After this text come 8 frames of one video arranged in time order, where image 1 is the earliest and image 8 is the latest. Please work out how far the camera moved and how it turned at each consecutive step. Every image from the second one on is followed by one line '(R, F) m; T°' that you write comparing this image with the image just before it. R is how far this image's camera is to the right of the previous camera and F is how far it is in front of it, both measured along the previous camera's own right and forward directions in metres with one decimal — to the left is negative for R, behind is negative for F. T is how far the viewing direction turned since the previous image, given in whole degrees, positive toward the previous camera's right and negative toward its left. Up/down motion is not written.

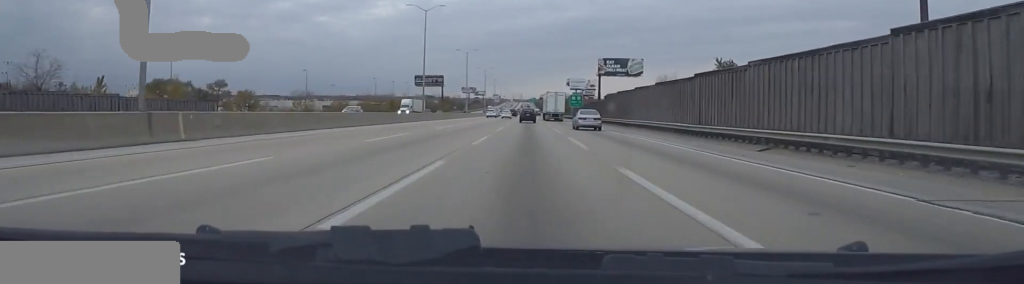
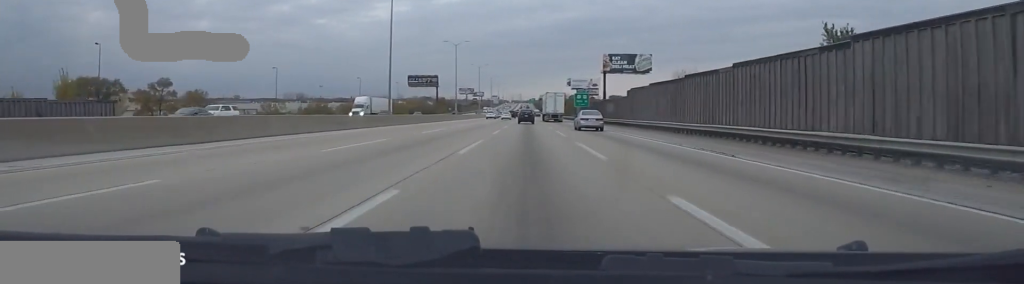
(-0.5, +19.0) m; 0°
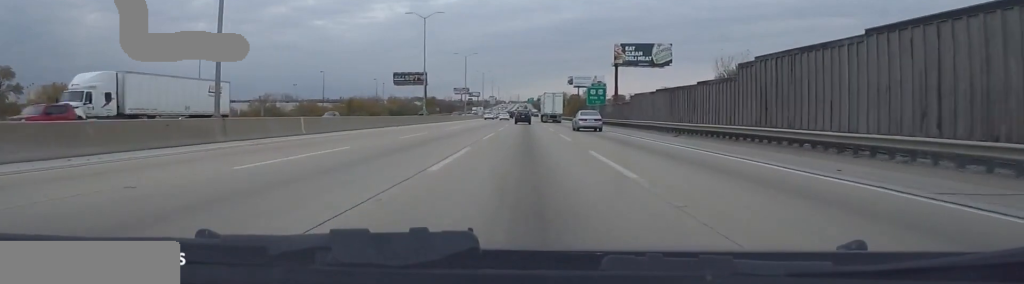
(+0.8, +33.4) m; +1°
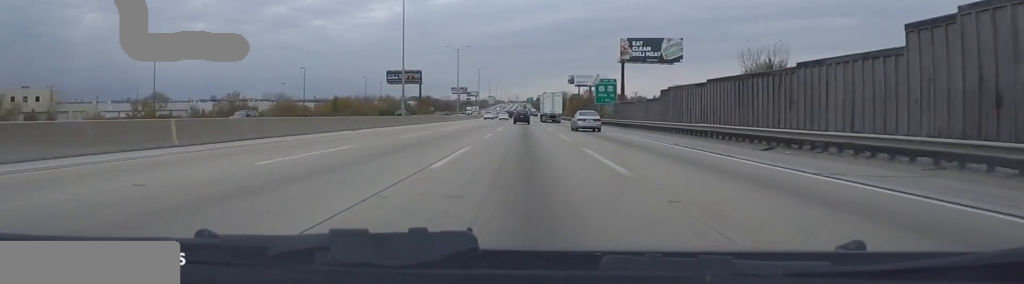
(+0.1, +14.0) m; -1°
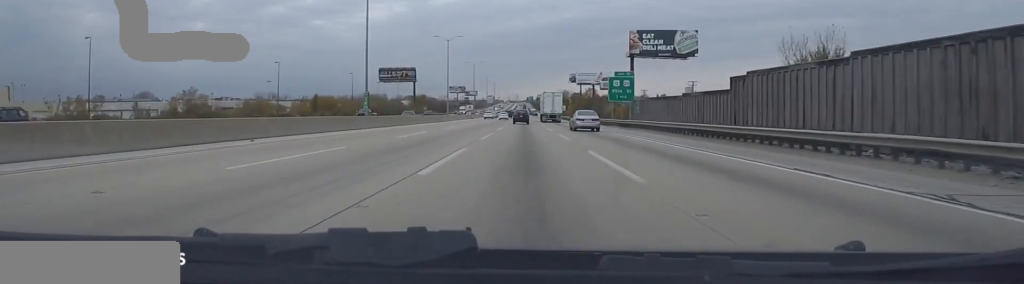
(0.0, +16.1) m; -1°
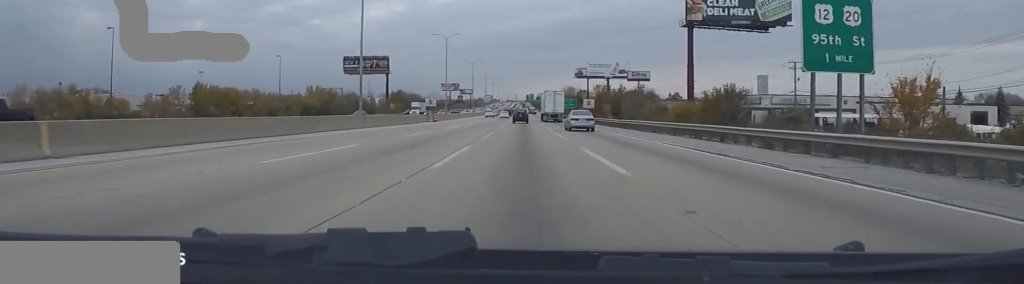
(-1.9, +60.7) m; 0°
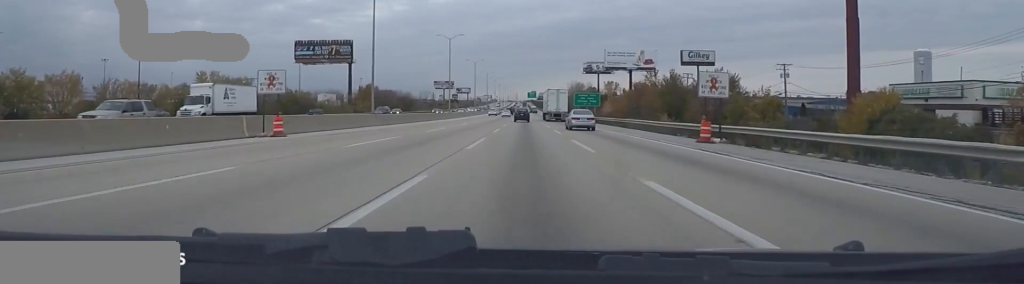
(+0.1, +53.5) m; -1°
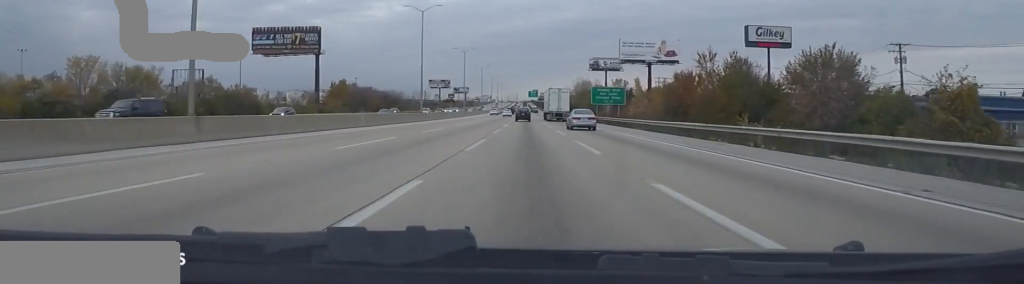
(+0.6, +30.9) m; +4°
